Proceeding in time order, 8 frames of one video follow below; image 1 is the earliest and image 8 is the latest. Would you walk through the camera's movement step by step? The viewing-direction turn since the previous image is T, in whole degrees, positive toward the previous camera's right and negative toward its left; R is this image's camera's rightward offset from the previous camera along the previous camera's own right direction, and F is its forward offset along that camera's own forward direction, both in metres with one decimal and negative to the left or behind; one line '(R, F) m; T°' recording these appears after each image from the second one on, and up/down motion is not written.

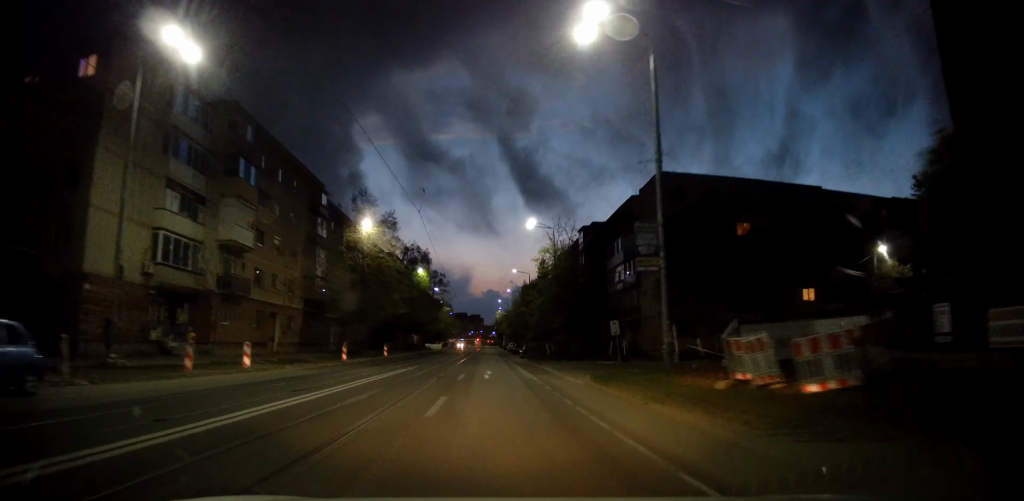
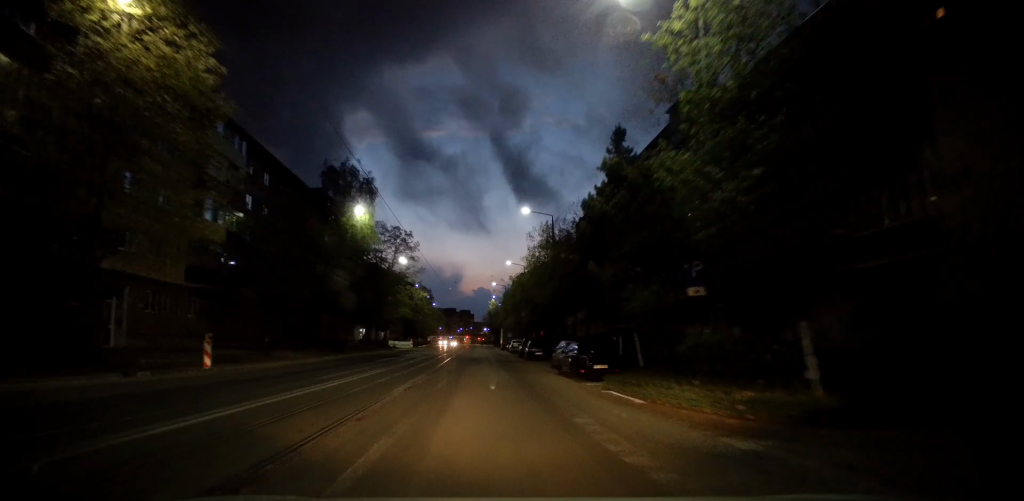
(+1.0, +35.3) m; +1°
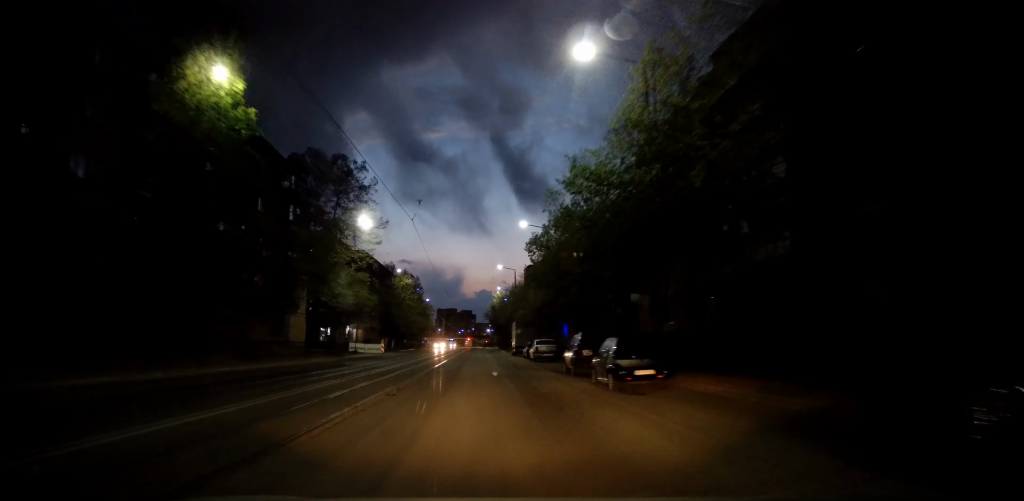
(-0.4, +25.8) m; -1°
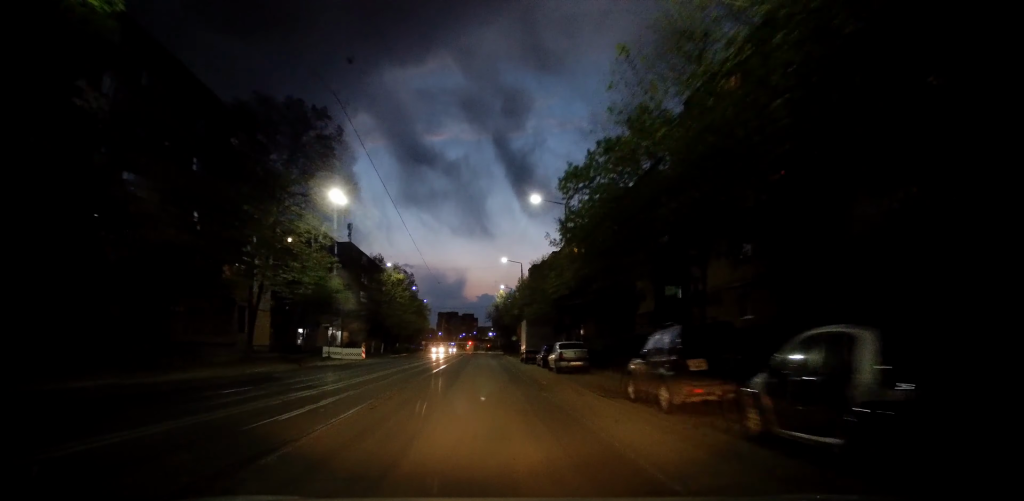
(-0.1, +10.2) m; 0°
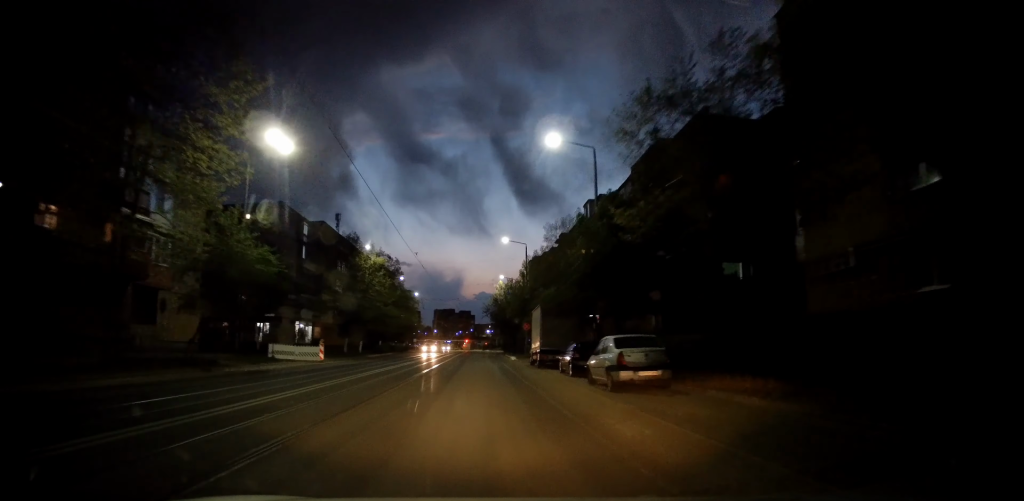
(+0.4, +11.8) m; 0°
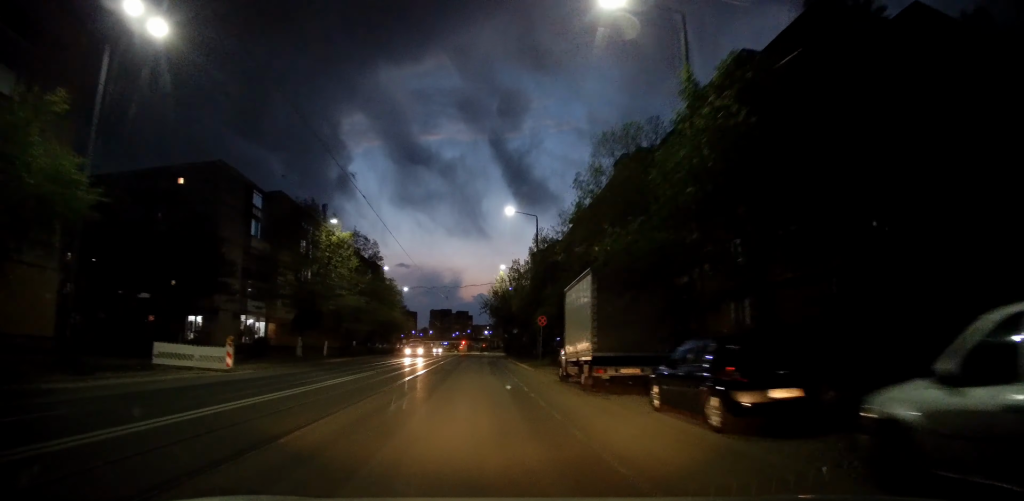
(-0.3, +13.3) m; 0°
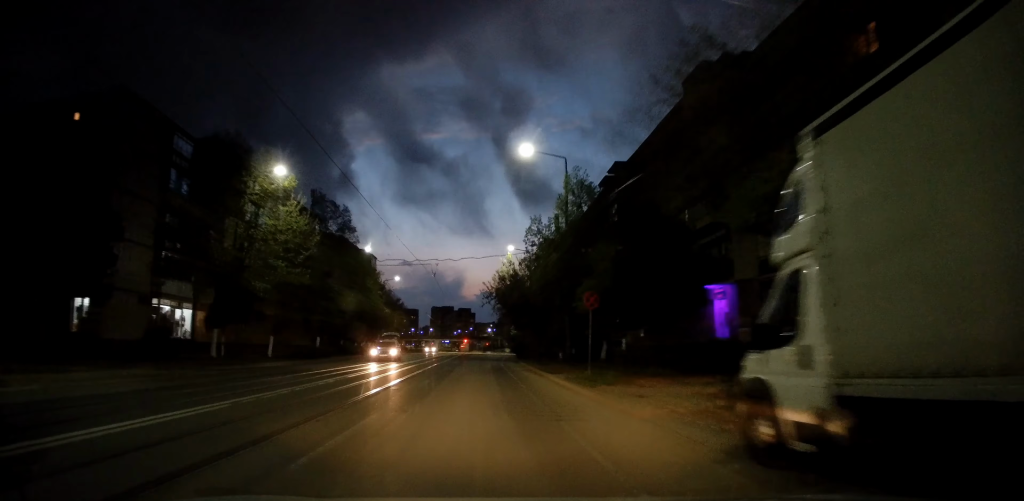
(+0.2, +13.6) m; 0°
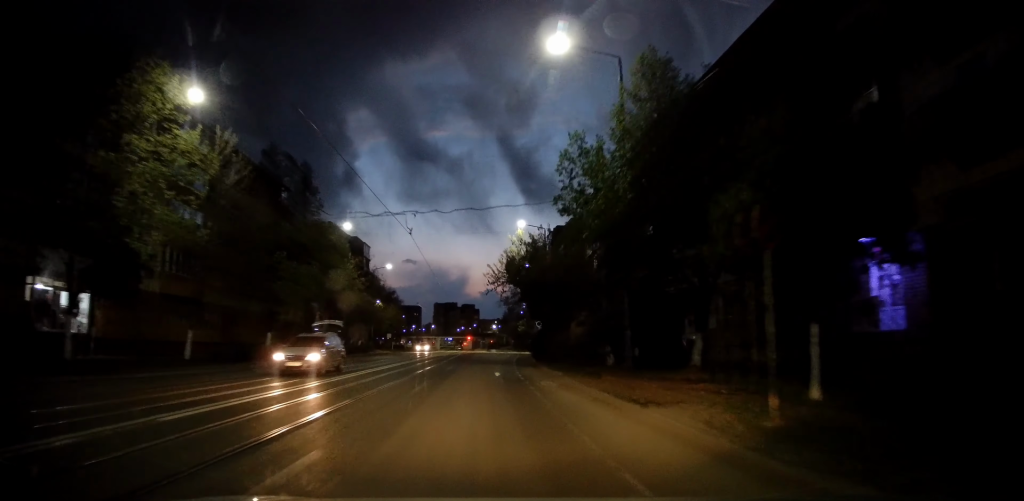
(+0.1, +11.2) m; 0°
